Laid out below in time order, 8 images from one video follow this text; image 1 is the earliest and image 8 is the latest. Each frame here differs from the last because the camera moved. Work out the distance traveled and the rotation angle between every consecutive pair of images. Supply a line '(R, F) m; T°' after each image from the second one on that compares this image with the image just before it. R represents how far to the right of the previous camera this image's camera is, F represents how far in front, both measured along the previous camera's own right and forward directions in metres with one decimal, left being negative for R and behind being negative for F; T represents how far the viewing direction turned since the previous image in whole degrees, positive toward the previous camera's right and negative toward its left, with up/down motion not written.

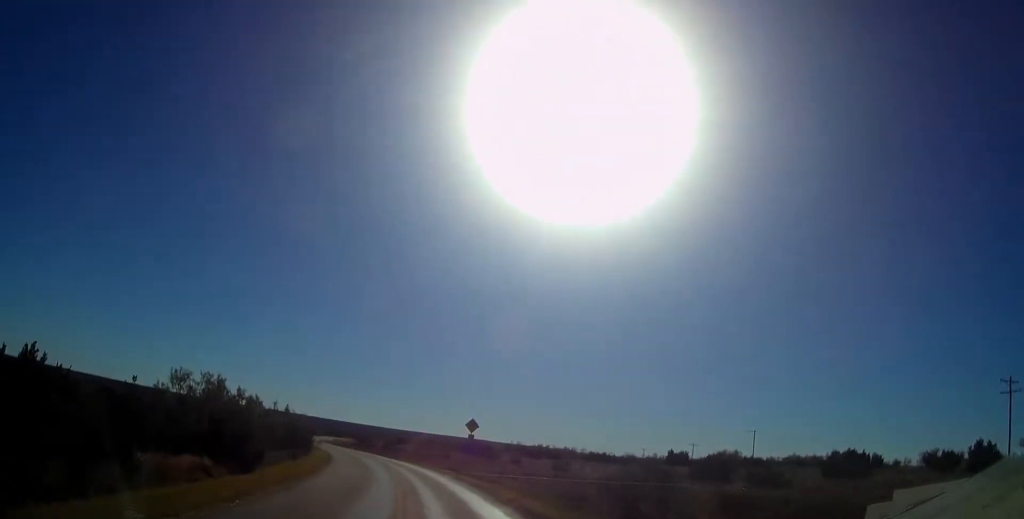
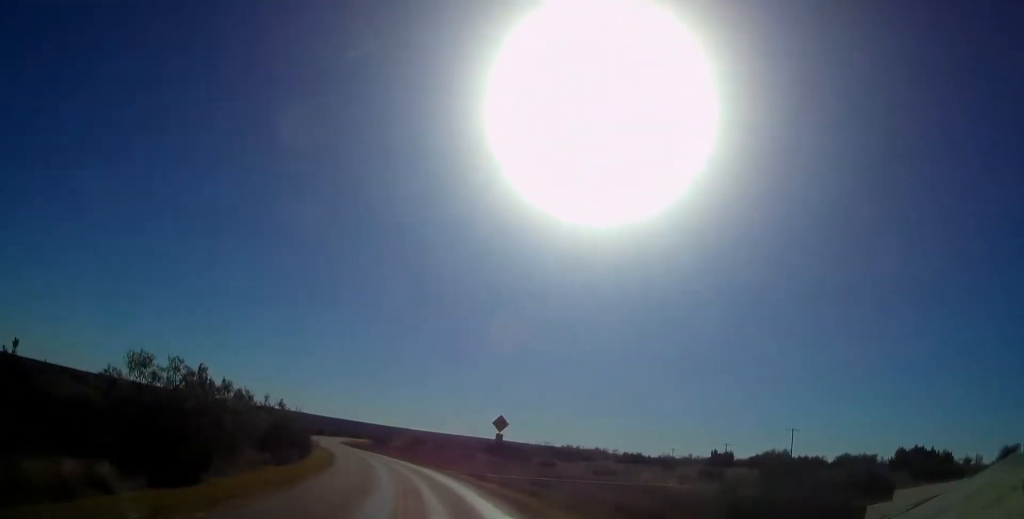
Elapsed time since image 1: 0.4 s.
(-0.2, +6.7) m; -2°
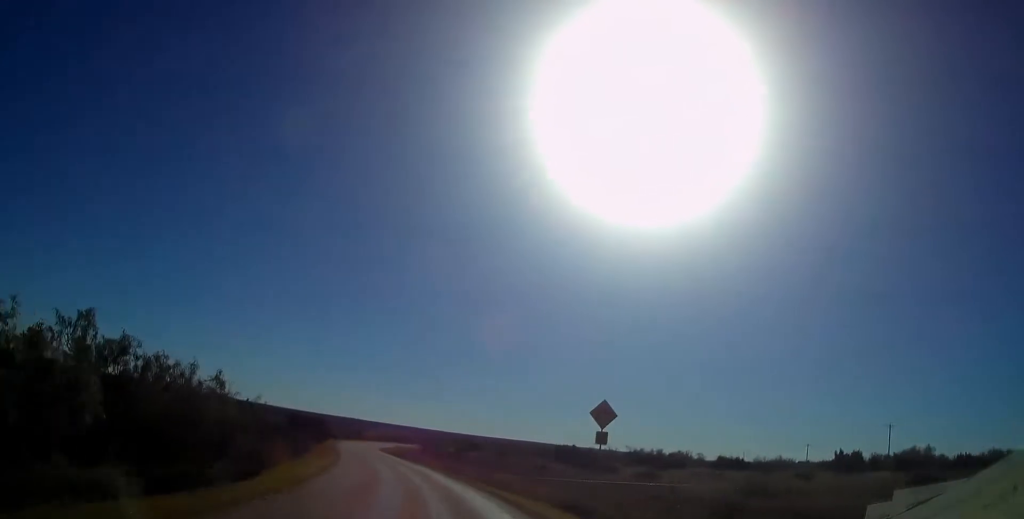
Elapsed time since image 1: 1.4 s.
(-0.5, +15.4) m; -4°
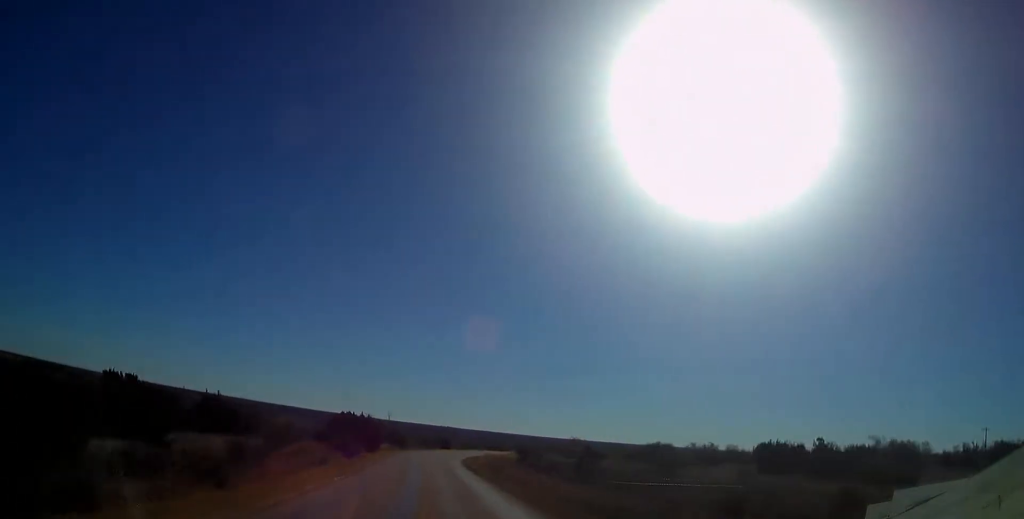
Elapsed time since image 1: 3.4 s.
(-2.5, +30.0) m; -9°
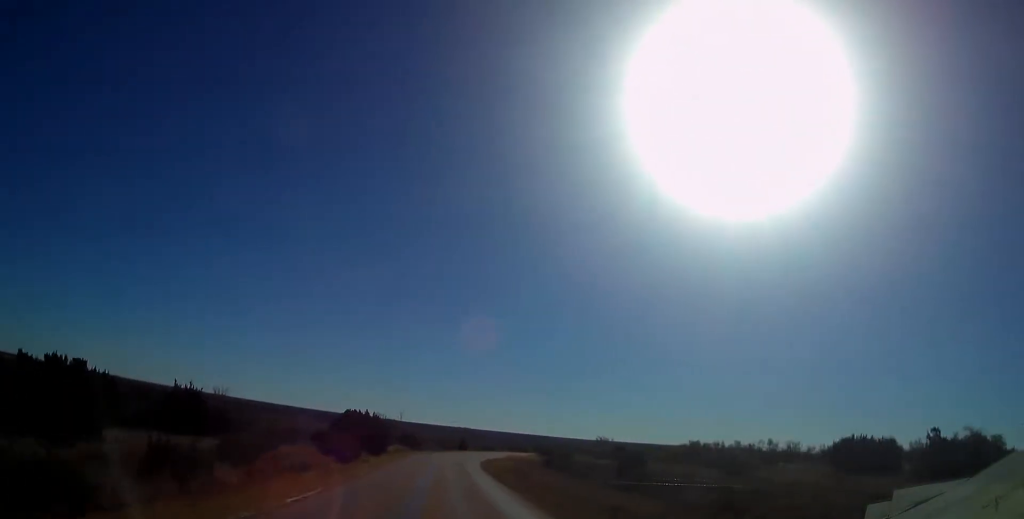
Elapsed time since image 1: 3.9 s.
(-0.2, +7.1) m; -1°
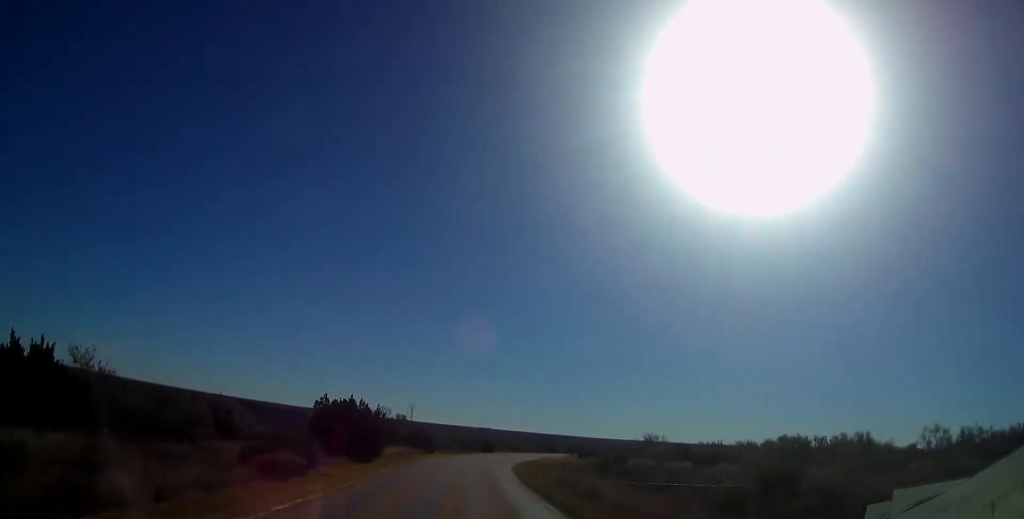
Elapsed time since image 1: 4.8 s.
(-0.2, +15.3) m; -1°
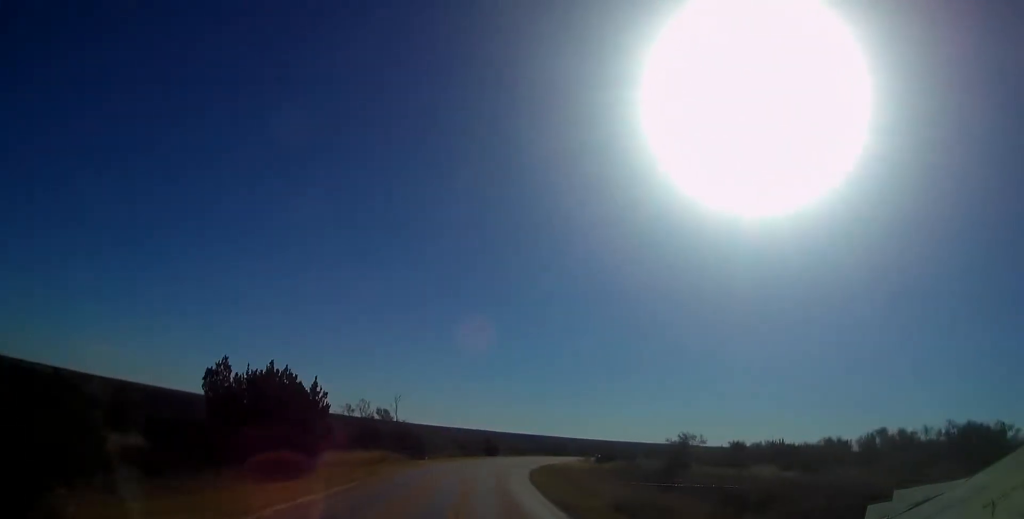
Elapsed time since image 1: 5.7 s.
(0.0, +14.9) m; +1°
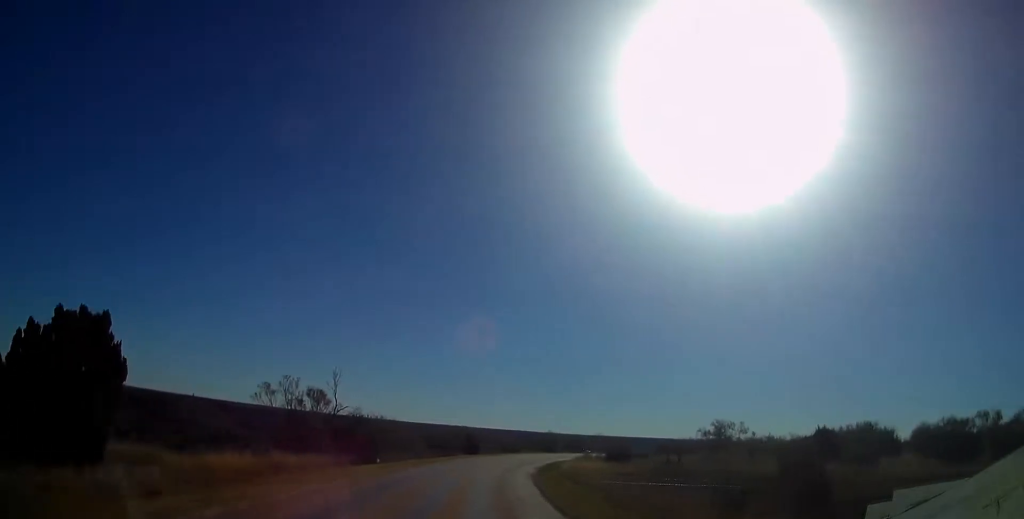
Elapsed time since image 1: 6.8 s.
(+0.2, +17.1) m; +1°
